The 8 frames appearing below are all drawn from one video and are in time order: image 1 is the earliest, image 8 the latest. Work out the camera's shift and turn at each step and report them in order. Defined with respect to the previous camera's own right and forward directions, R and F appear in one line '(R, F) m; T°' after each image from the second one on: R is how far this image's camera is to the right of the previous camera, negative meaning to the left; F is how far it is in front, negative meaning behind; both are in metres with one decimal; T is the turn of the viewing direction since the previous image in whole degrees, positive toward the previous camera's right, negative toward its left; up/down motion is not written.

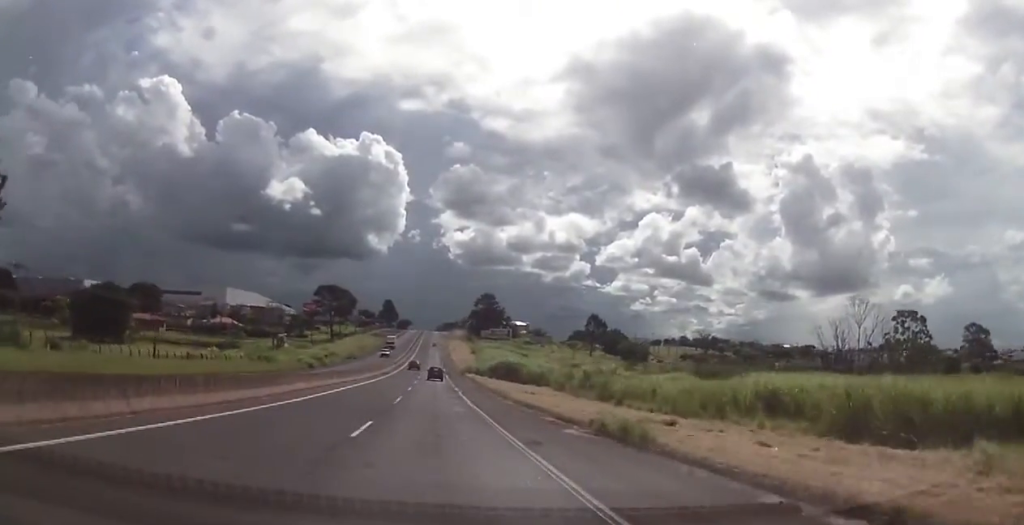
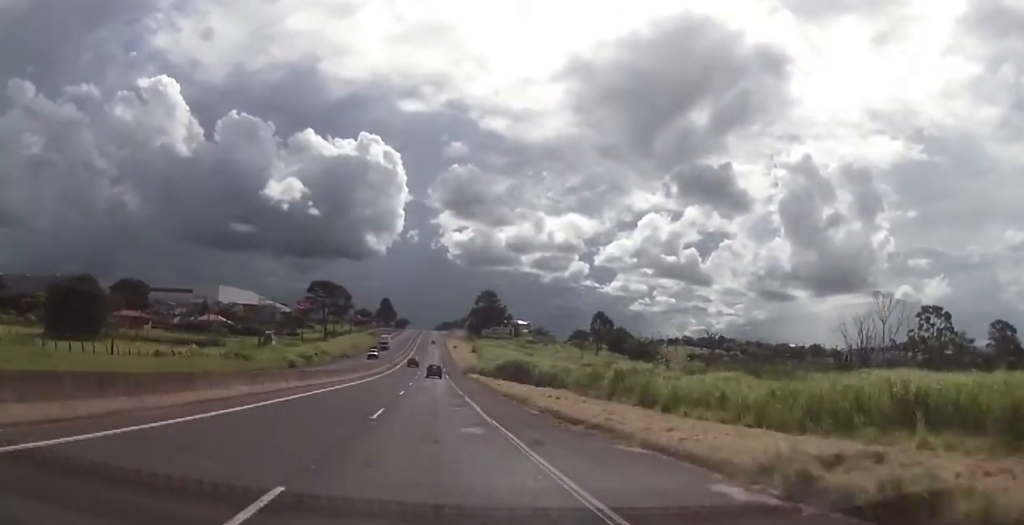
(+0.1, +10.7) m; 0°
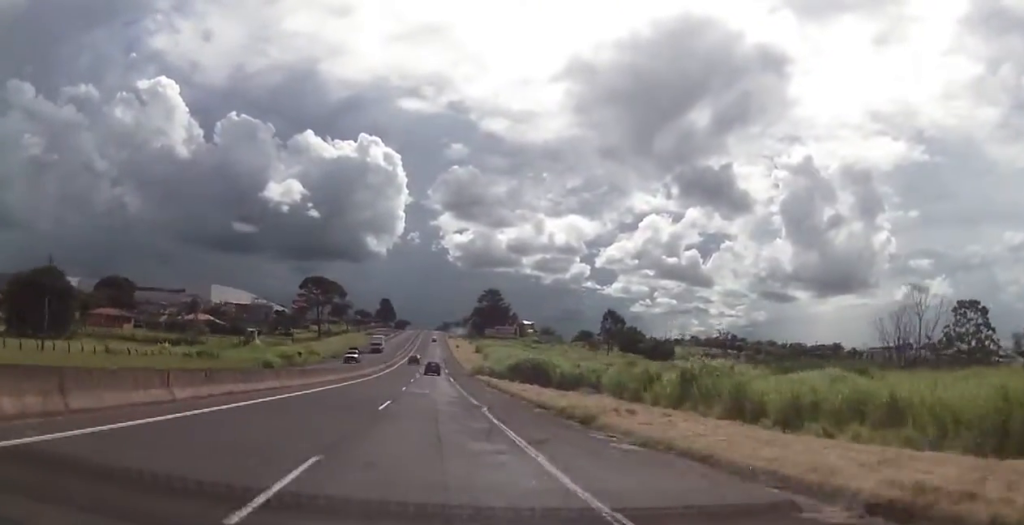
(0.0, +13.4) m; 0°
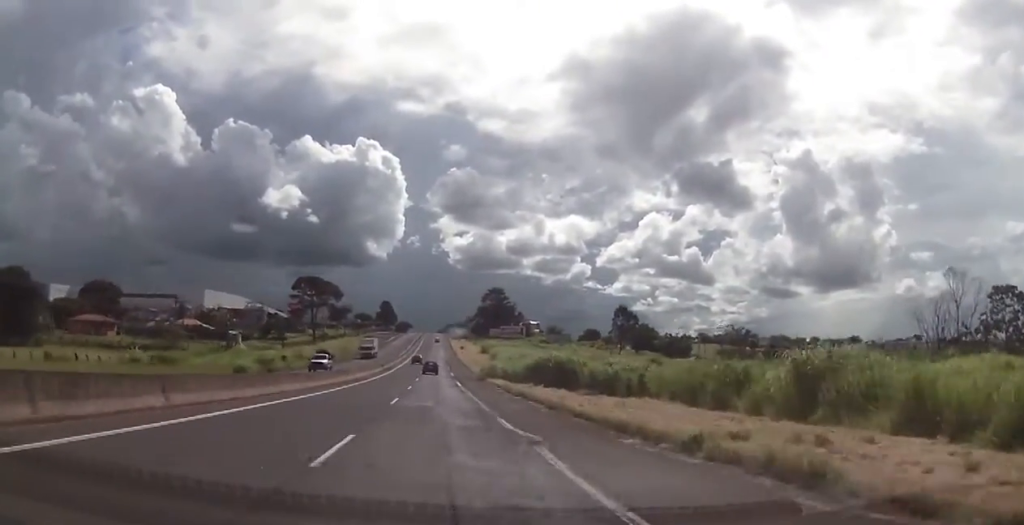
(+0.1, +12.2) m; -1°
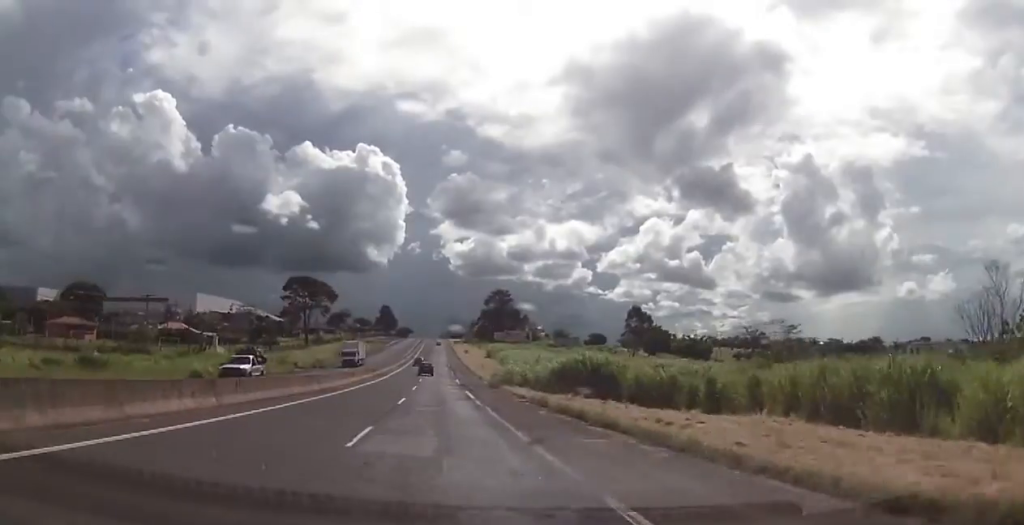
(-0.2, +13.0) m; 0°
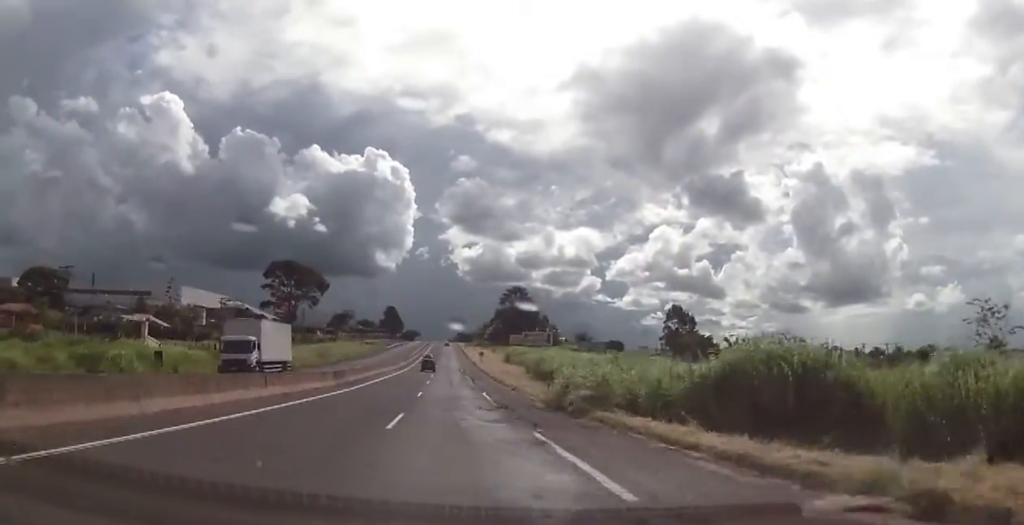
(+0.2, +28.0) m; 0°
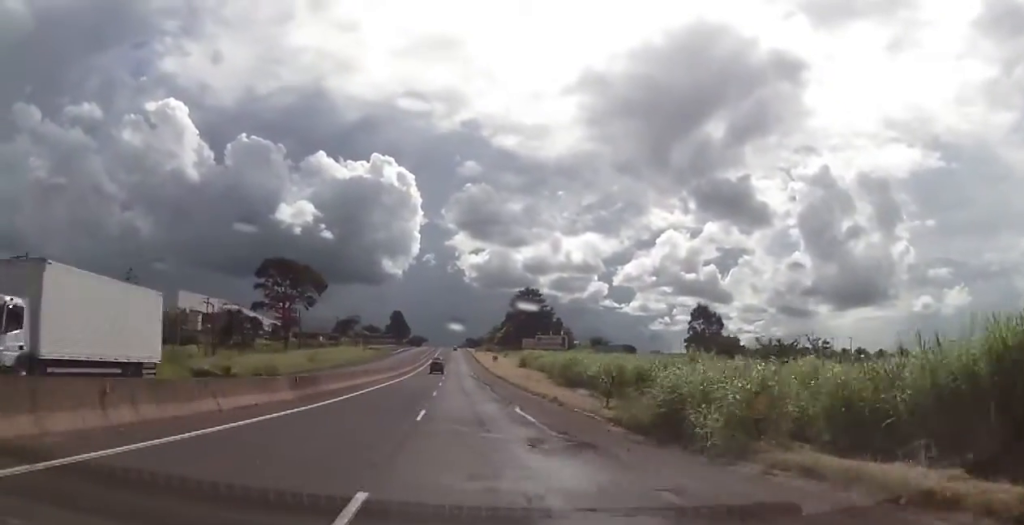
(-0.2, +12.3) m; 0°
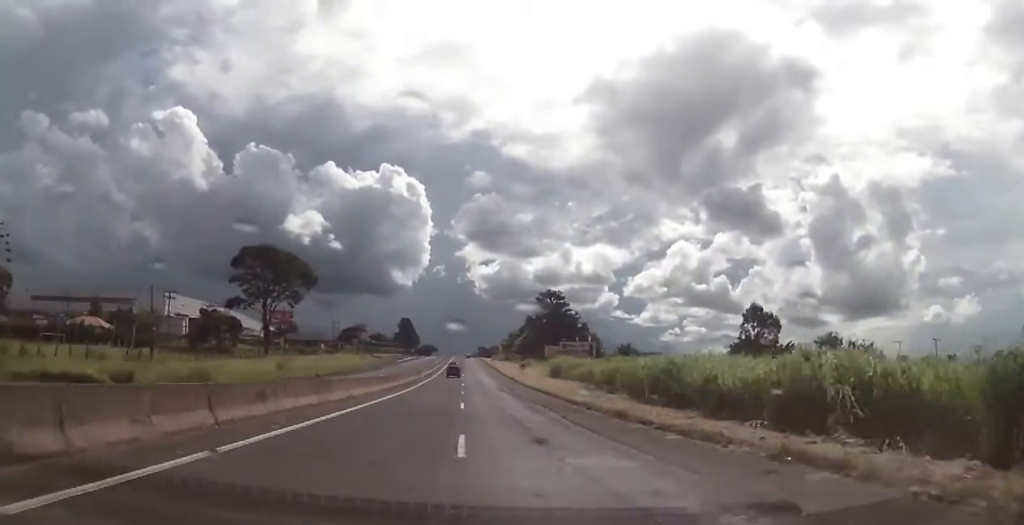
(+0.1, +23.5) m; 0°
